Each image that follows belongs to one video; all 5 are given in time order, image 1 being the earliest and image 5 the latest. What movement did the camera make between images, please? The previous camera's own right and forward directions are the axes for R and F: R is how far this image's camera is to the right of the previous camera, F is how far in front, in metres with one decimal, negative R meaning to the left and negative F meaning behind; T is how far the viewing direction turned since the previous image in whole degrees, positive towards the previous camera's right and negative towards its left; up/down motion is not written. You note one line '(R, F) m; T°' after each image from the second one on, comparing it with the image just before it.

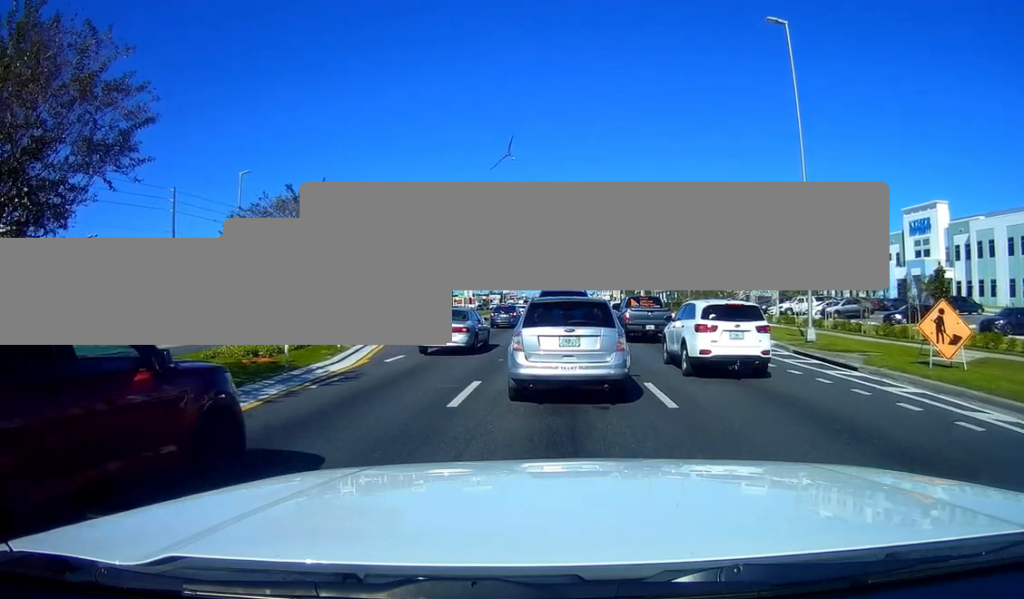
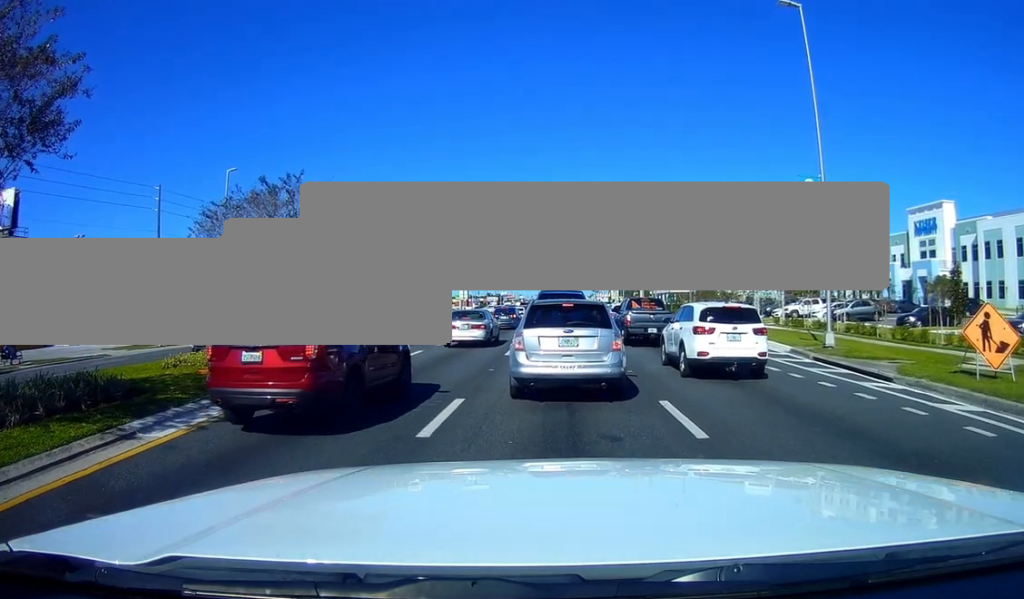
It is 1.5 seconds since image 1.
(0.0, +3.6) m; 0°
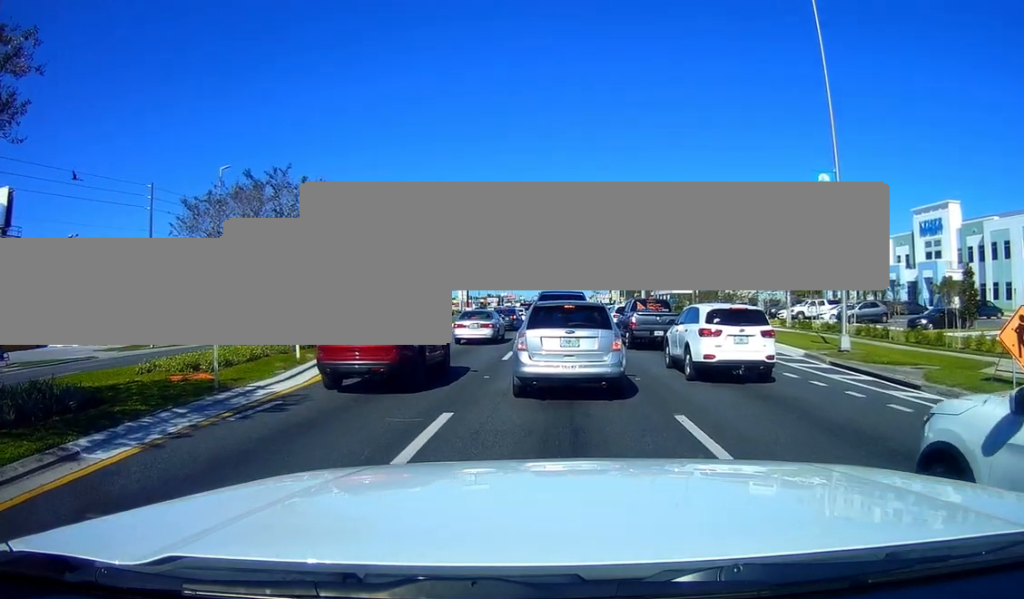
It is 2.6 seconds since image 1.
(0.0, +1.8) m; 0°
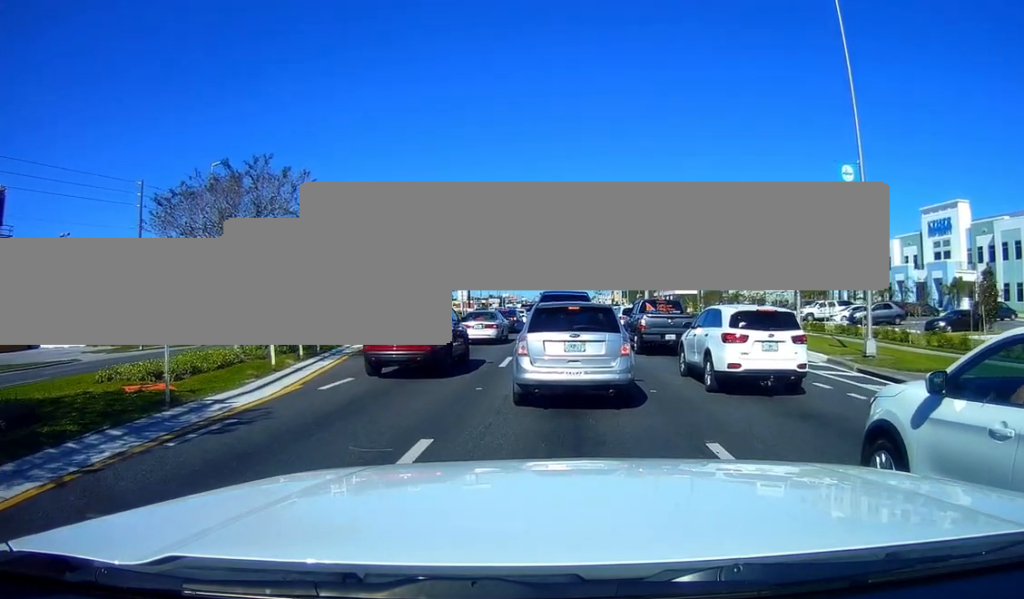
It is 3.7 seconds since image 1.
(0.0, +1.6) m; 0°
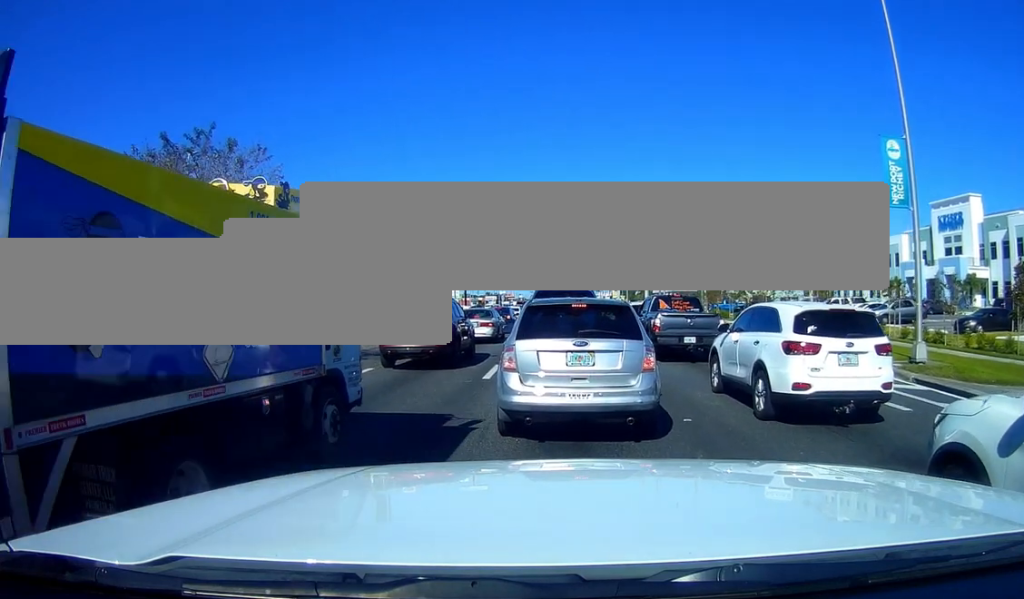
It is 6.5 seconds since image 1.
(0.0, +4.1) m; 0°
